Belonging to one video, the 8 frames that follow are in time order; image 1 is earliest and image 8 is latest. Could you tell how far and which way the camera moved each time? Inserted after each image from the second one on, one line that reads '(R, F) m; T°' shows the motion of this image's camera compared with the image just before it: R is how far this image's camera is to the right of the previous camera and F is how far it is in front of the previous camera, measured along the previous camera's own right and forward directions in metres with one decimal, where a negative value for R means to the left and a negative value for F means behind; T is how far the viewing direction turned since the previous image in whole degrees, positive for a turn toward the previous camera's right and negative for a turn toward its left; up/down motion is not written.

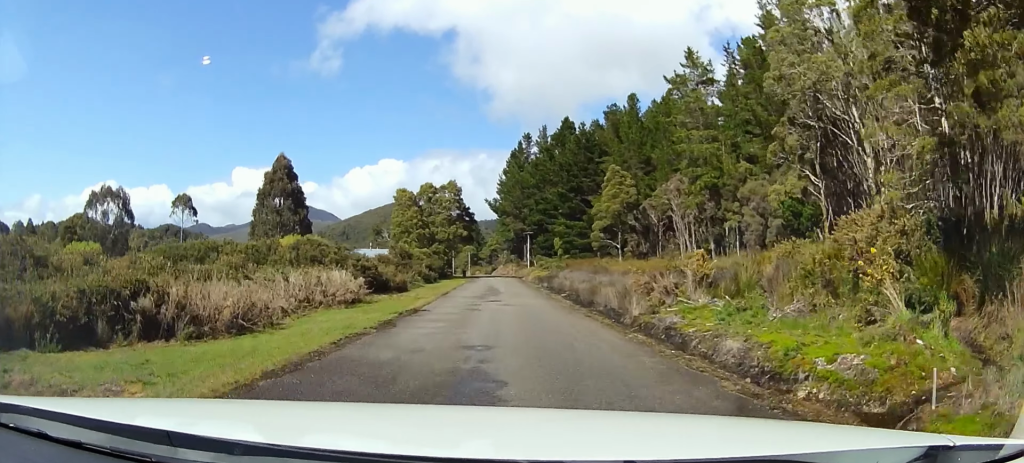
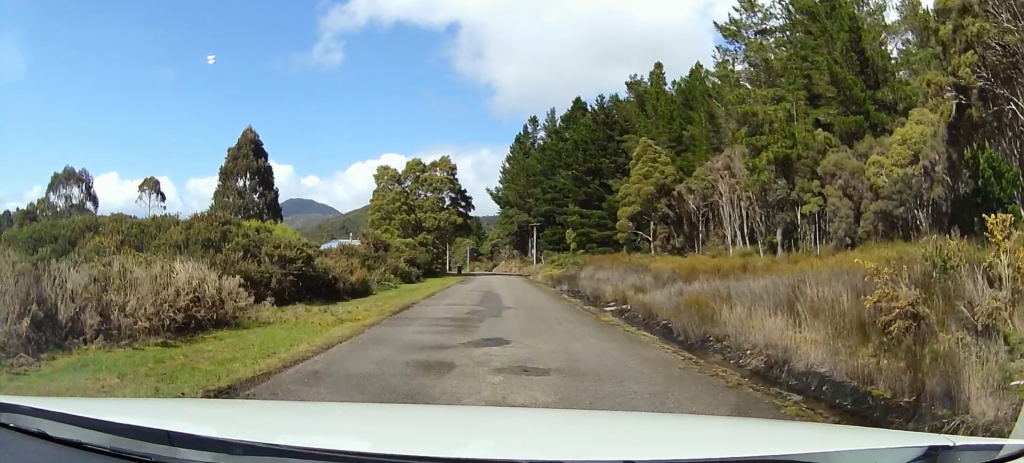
(+1.6, +14.9) m; +1°
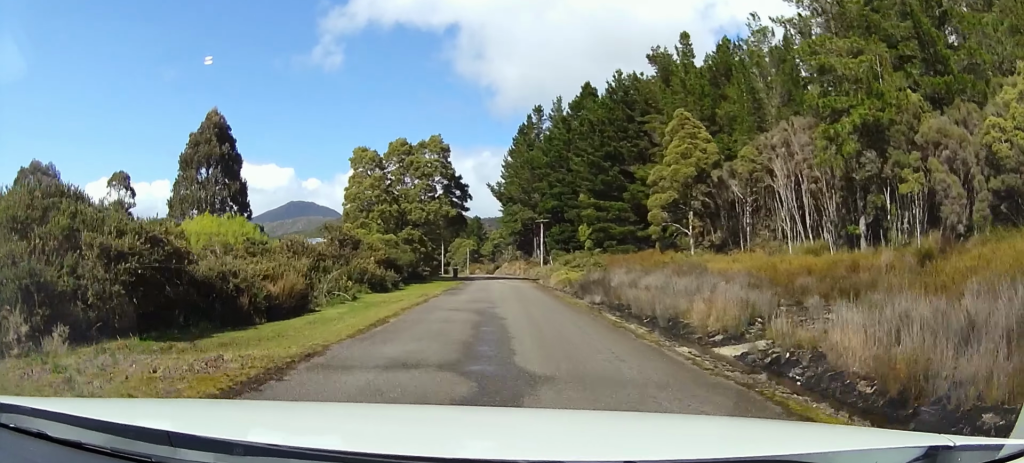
(-1.5, +12.0) m; -7°
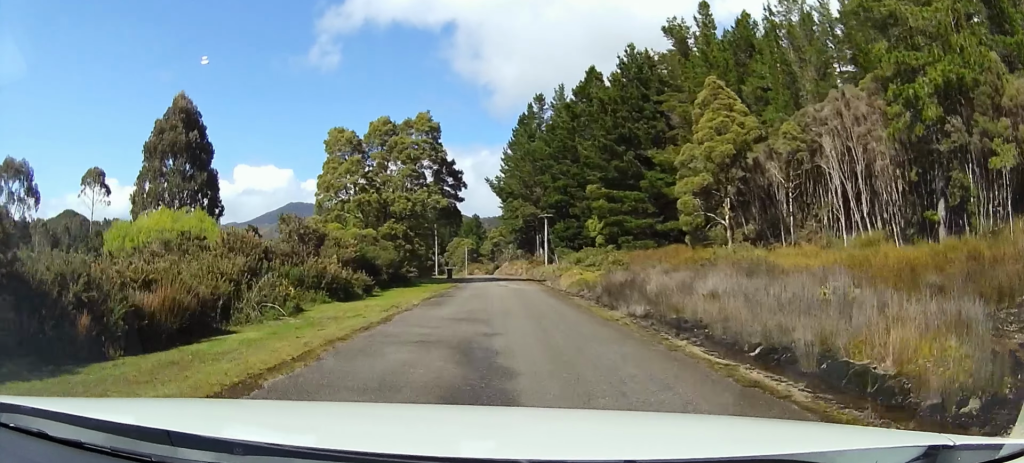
(0.0, +8.4) m; 0°
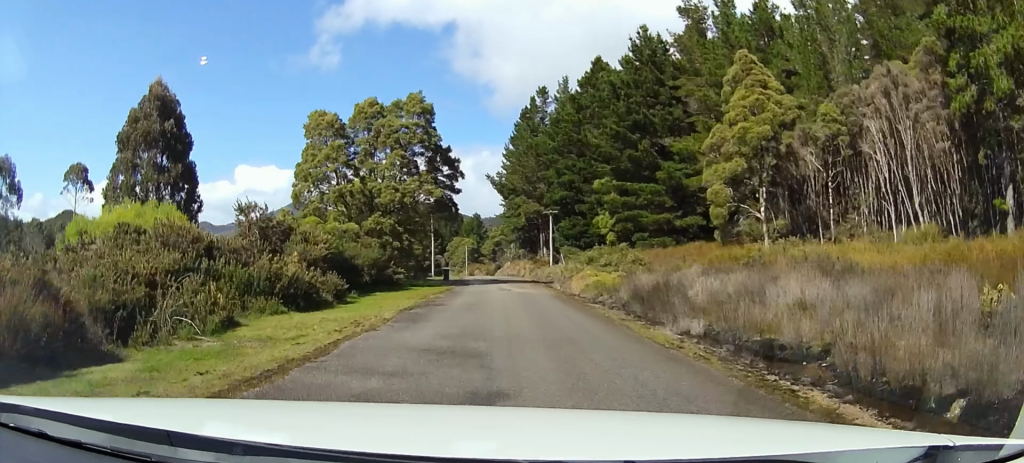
(0.0, +5.7) m; 0°
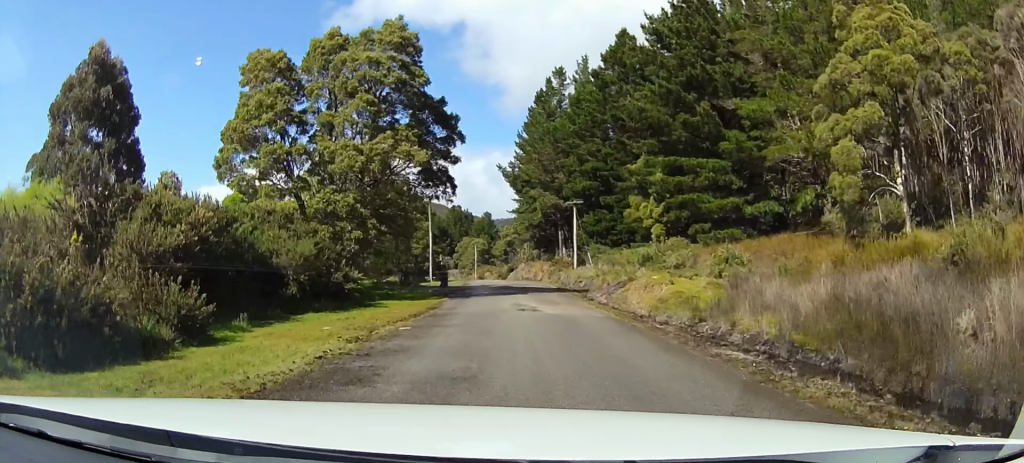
(0.0, +13.2) m; 0°
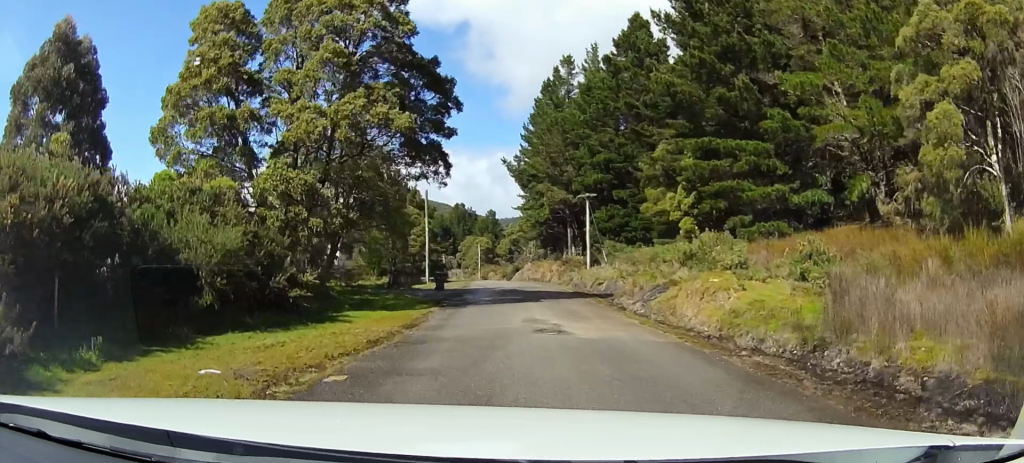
(0.0, +6.2) m; 0°
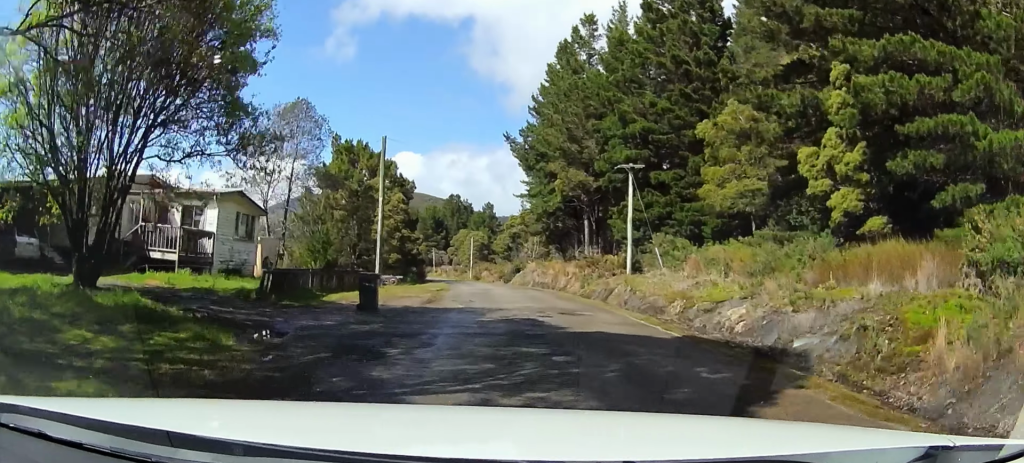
(0.0, +19.5) m; 0°
